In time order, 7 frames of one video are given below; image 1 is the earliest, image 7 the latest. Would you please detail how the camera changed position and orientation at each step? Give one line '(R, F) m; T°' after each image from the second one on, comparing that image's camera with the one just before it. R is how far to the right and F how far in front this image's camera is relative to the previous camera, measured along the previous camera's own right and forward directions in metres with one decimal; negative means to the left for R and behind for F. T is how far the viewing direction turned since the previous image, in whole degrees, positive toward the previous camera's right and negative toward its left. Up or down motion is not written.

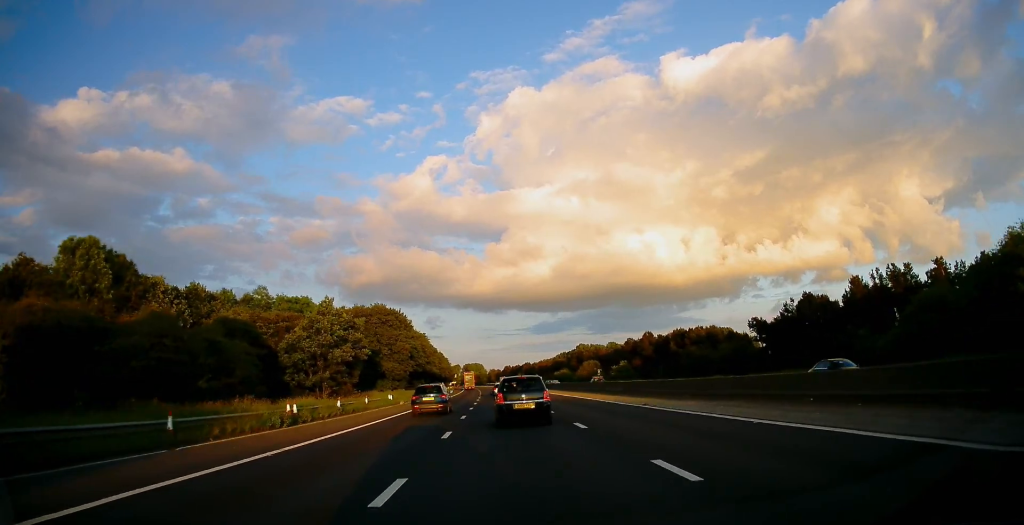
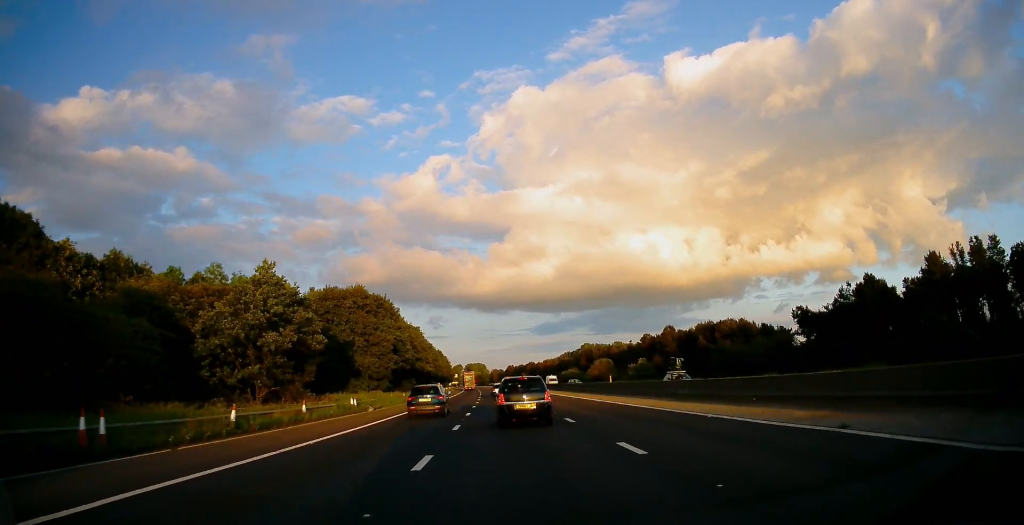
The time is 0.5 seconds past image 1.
(0.0, +15.8) m; -1°
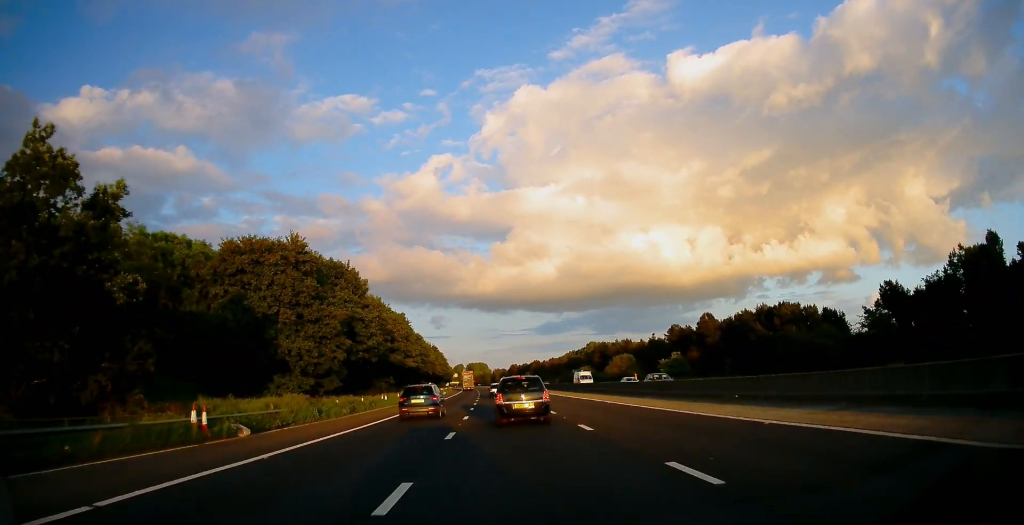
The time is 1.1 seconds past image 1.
(-0.3, +21.3) m; 0°
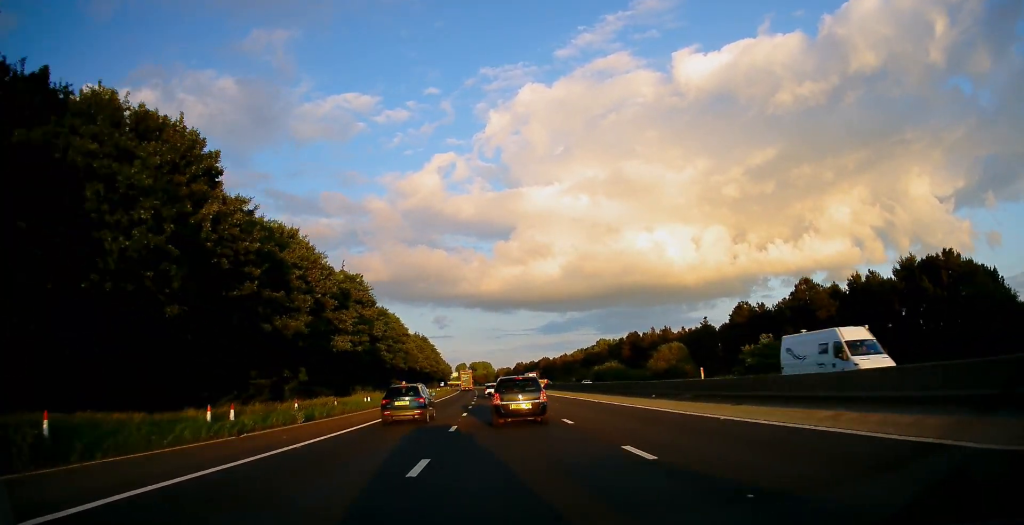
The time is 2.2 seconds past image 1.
(0.0, +34.5) m; 0°
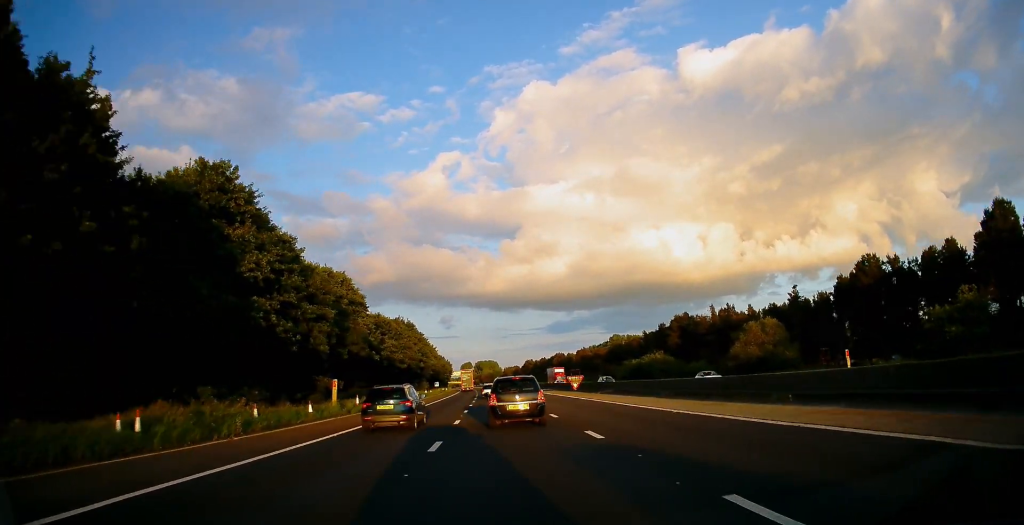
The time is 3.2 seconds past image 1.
(-0.2, +32.6) m; 0°
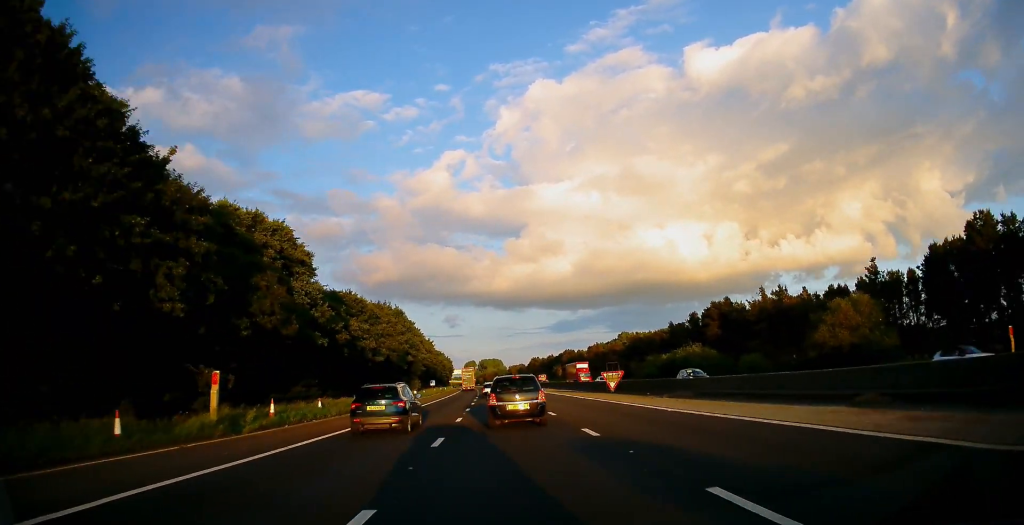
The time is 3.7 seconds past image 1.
(-0.1, +17.7) m; 0°
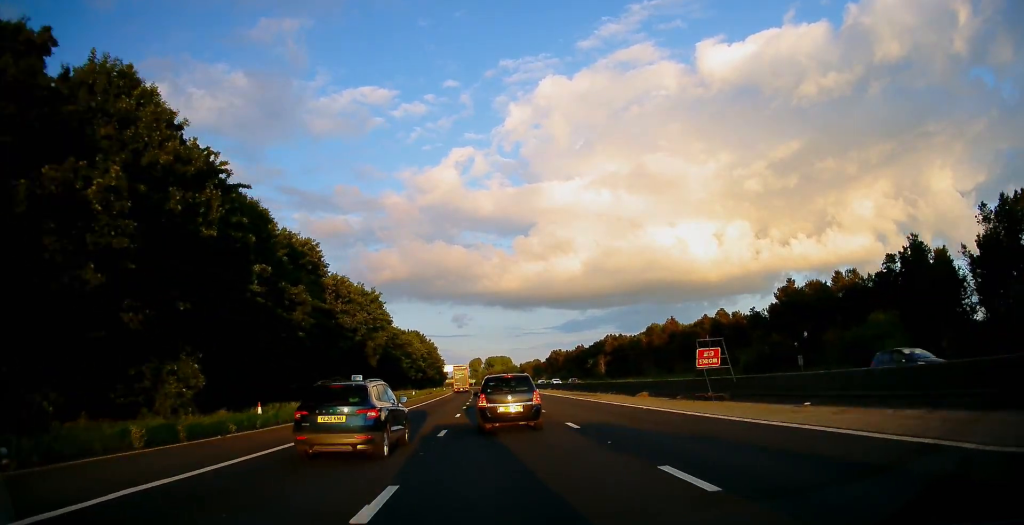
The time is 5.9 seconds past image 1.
(-0.9, +72.0) m; -2°
